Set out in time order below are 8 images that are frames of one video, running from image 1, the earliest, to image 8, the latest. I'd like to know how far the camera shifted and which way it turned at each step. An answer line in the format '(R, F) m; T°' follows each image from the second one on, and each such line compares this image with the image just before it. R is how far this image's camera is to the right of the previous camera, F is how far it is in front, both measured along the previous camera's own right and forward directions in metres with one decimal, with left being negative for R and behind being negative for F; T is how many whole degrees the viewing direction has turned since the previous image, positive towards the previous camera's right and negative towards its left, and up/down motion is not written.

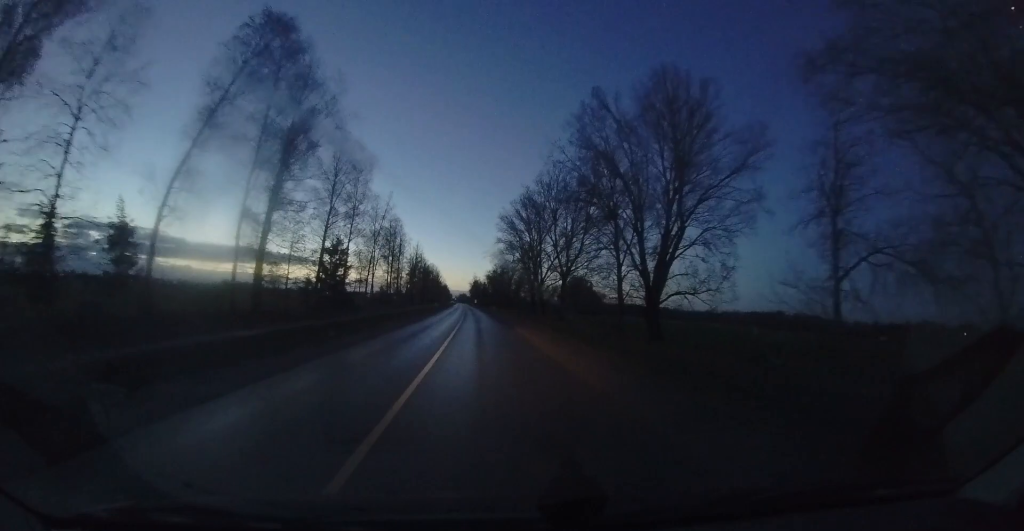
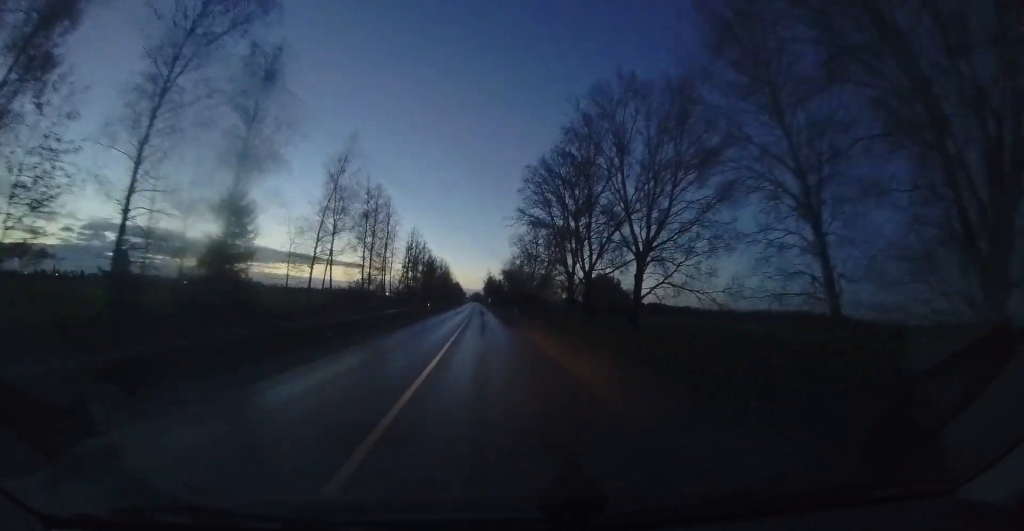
(0.0, +21.6) m; -2°
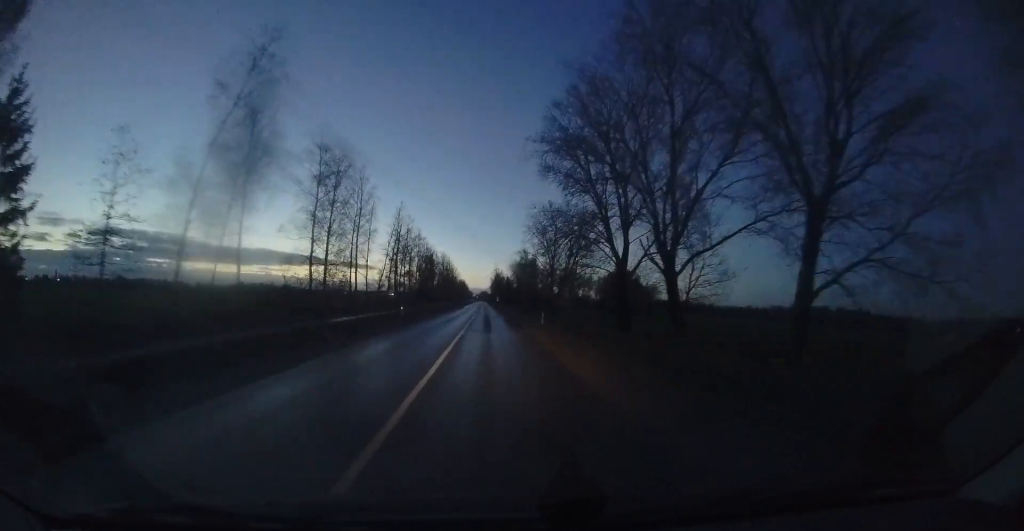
(-0.2, +16.8) m; -2°
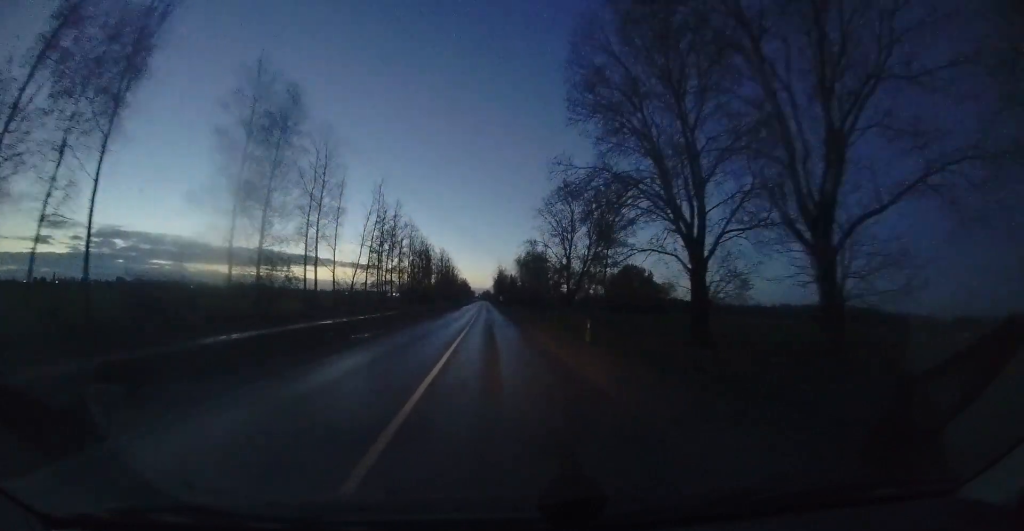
(-0.4, +11.7) m; 0°
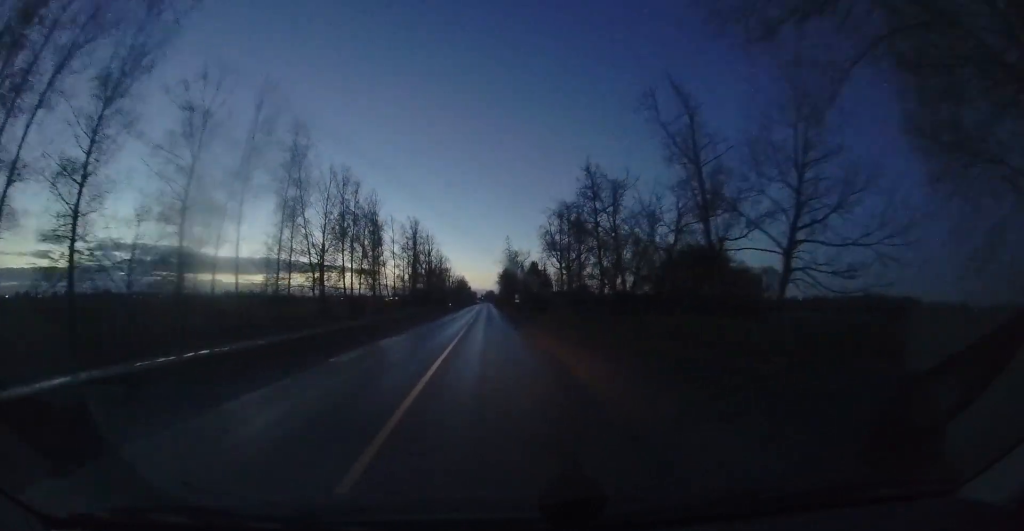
(+0.2, +53.4) m; -1°
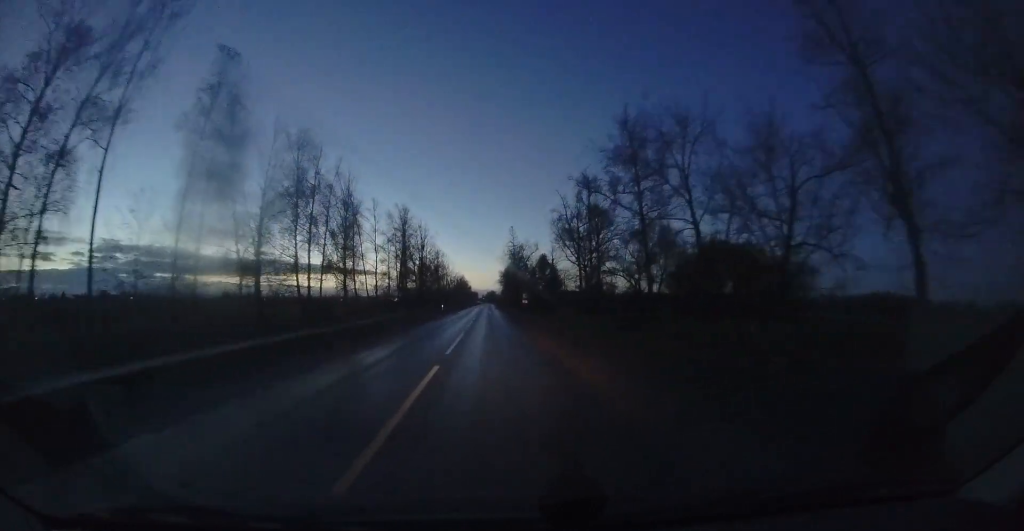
(0.0, +11.4) m; -1°
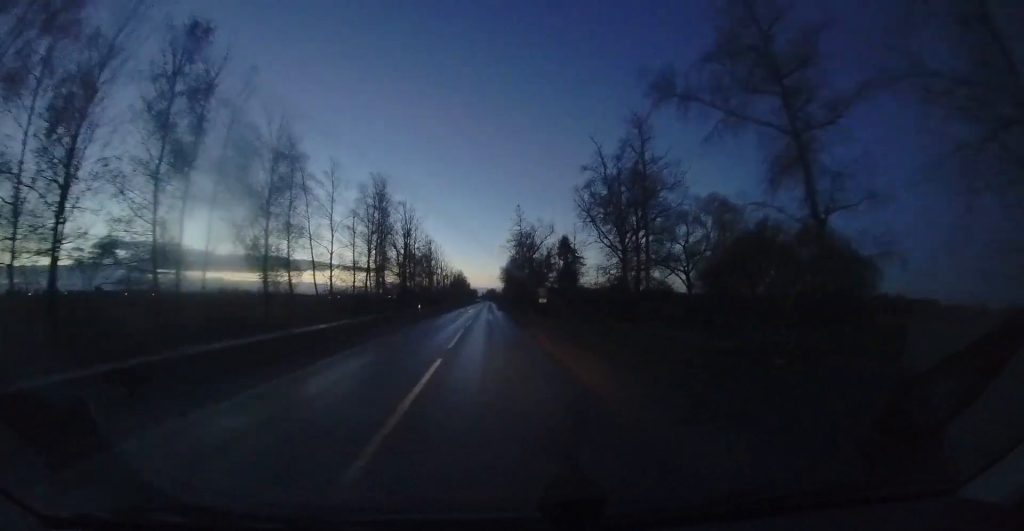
(-0.1, +16.0) m; -1°
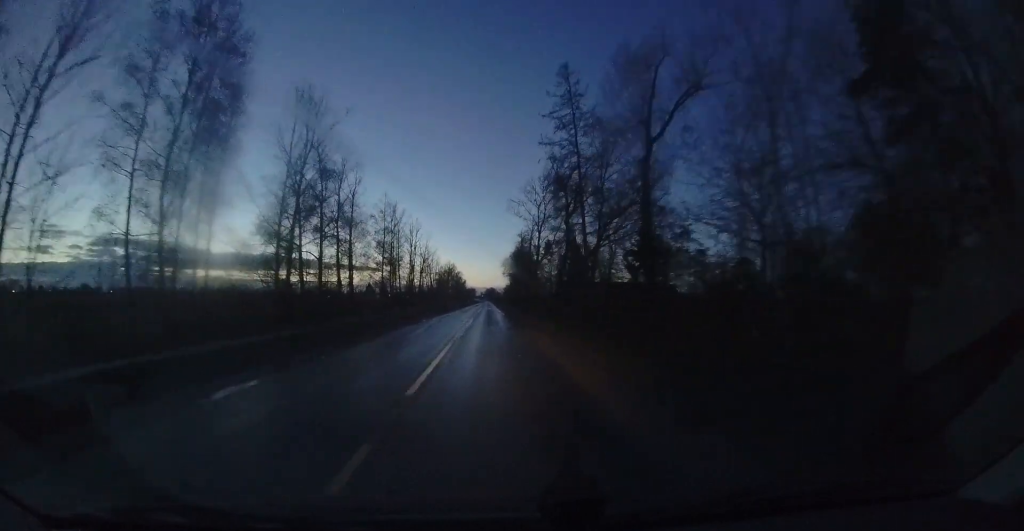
(-0.5, +38.1) m; -1°
